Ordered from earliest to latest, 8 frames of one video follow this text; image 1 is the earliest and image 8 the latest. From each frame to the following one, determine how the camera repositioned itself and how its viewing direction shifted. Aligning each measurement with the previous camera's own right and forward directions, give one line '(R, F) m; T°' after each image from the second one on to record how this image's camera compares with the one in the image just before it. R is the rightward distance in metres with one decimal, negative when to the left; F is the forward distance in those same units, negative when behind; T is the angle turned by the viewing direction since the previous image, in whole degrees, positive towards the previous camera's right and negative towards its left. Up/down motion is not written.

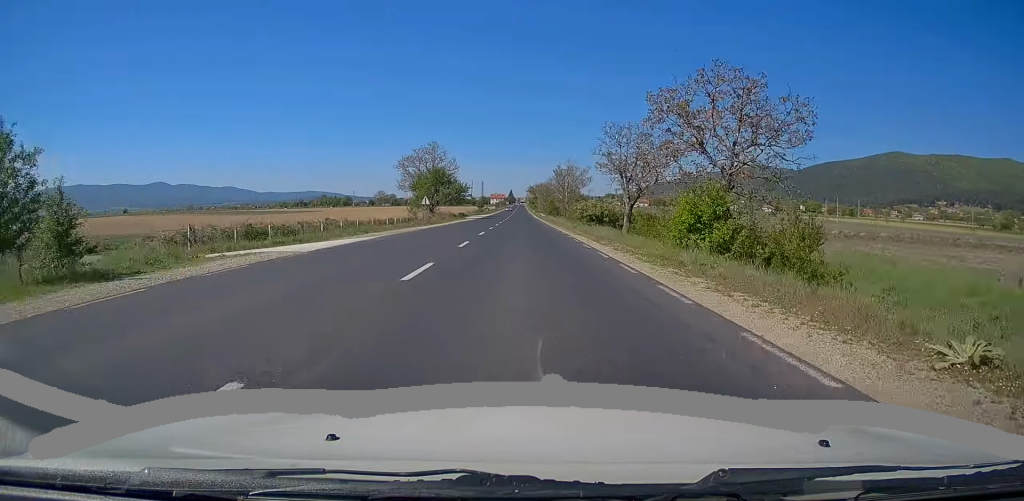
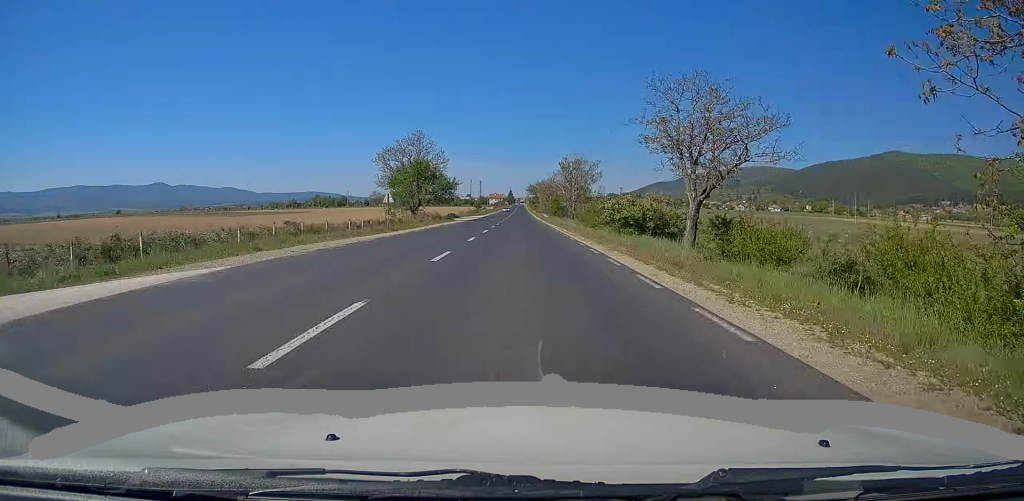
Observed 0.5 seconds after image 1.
(+0.1, +14.2) m; 0°
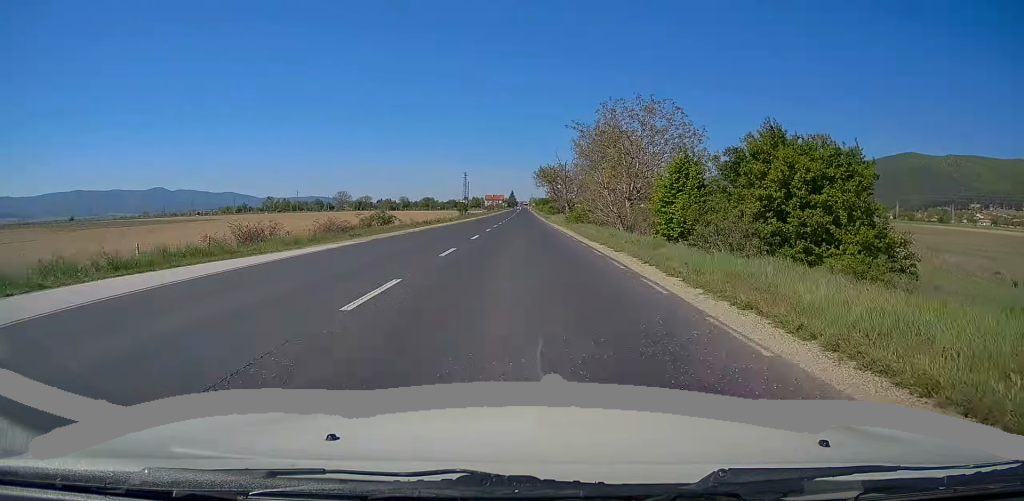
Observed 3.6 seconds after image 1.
(-0.7, +95.5) m; 0°
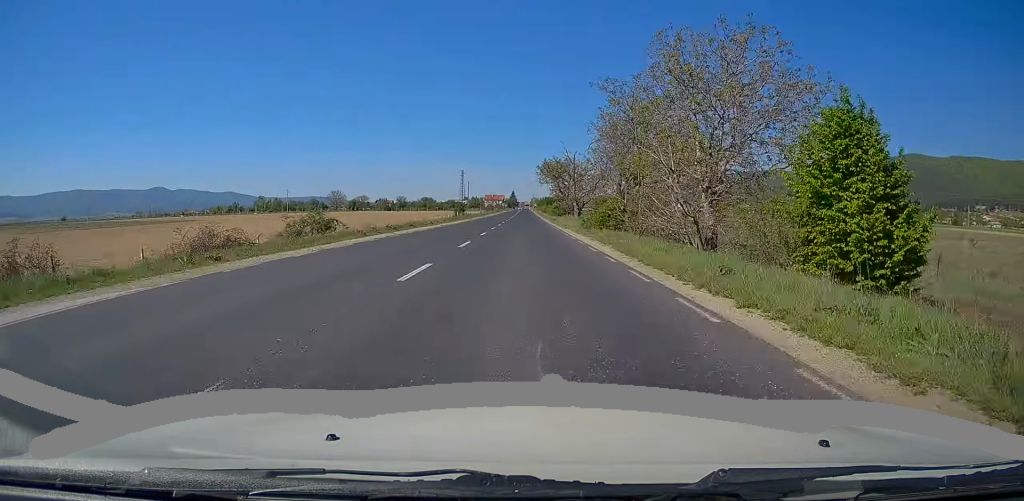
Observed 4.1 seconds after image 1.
(0.0, +14.2) m; 0°
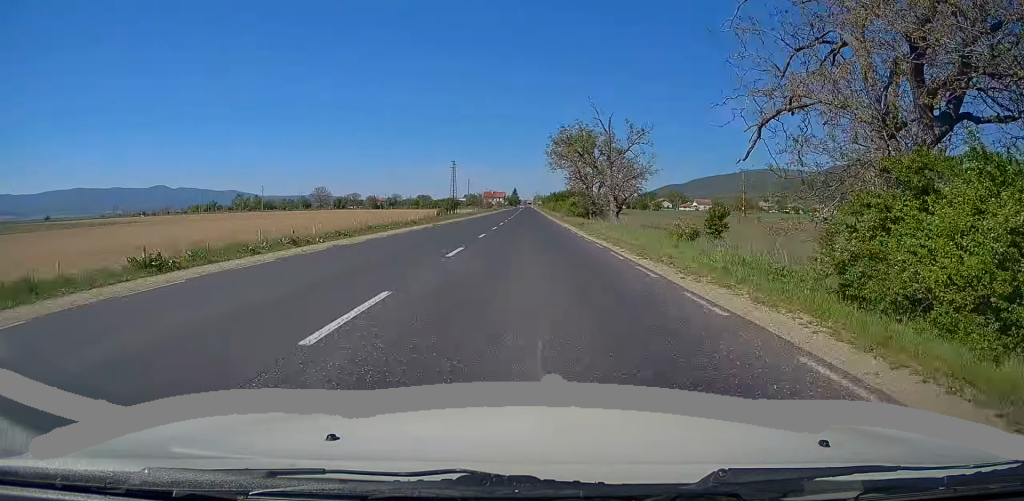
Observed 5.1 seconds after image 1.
(+0.2, +31.2) m; 0°
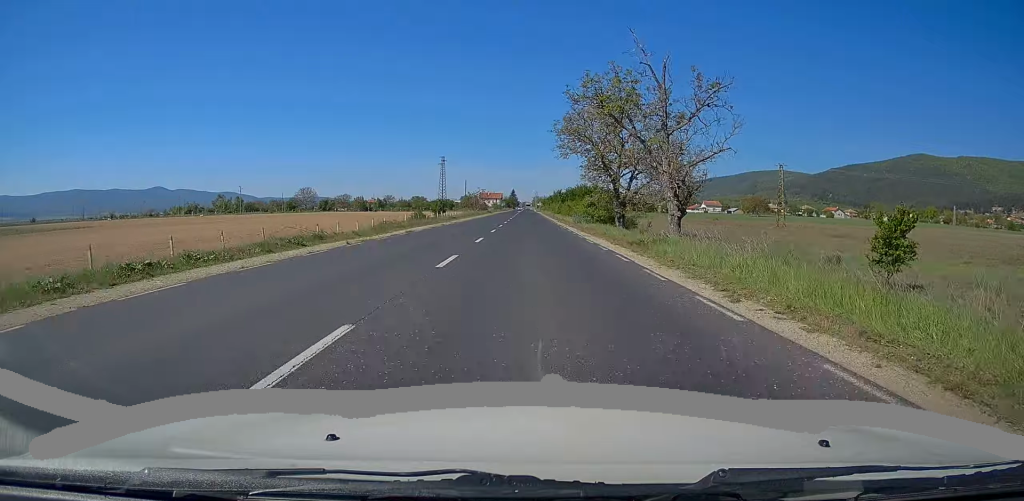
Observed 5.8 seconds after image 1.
(-0.3, +20.0) m; 0°
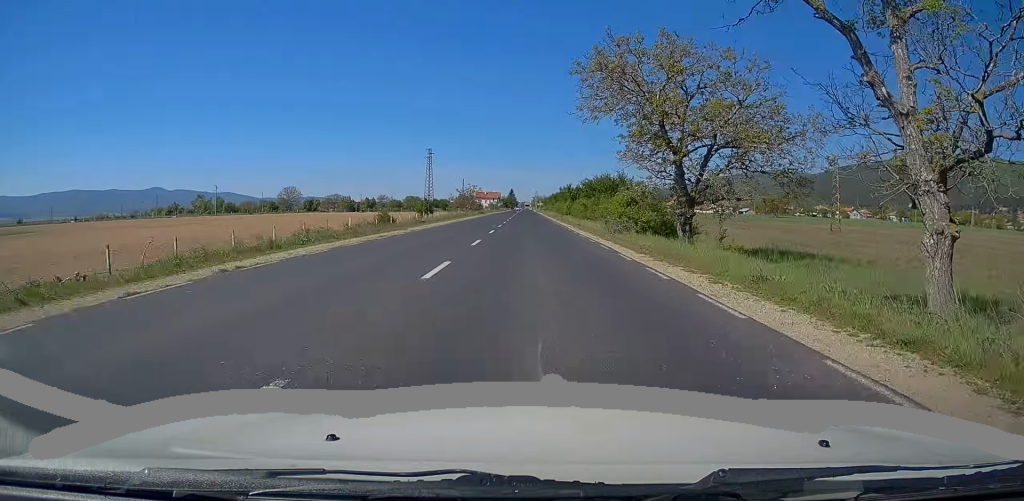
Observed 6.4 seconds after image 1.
(0.0, +19.9) m; 0°
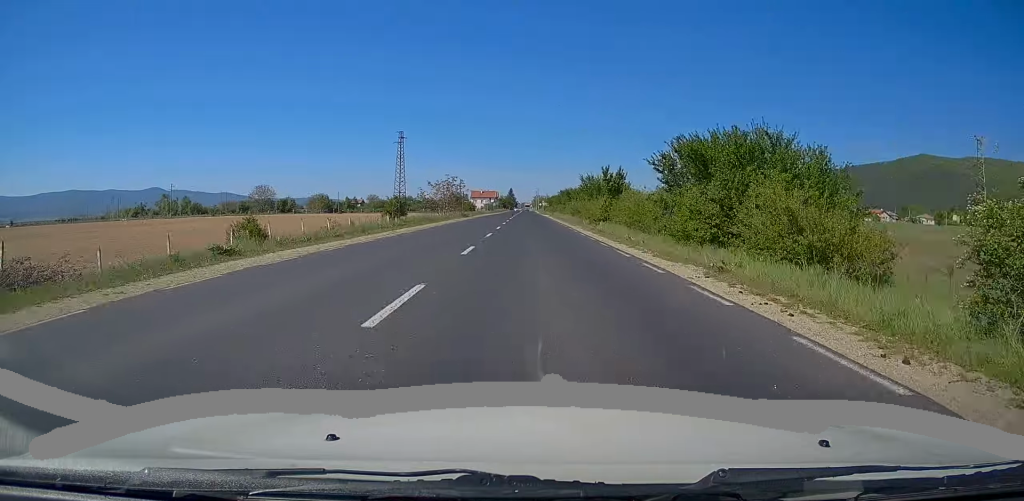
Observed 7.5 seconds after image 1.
(+0.1, +31.3) m; 0°
